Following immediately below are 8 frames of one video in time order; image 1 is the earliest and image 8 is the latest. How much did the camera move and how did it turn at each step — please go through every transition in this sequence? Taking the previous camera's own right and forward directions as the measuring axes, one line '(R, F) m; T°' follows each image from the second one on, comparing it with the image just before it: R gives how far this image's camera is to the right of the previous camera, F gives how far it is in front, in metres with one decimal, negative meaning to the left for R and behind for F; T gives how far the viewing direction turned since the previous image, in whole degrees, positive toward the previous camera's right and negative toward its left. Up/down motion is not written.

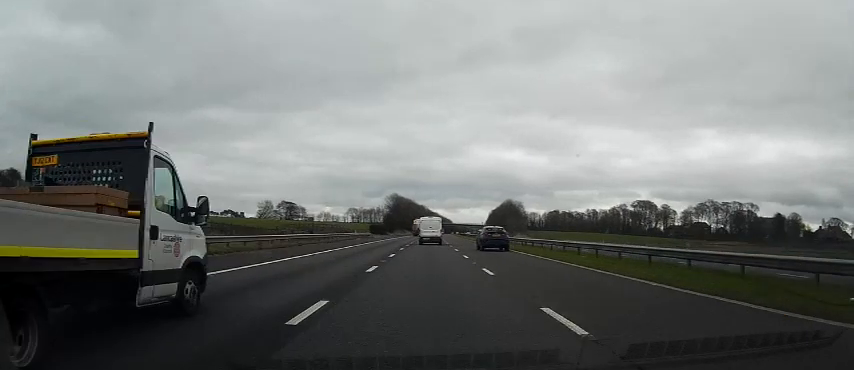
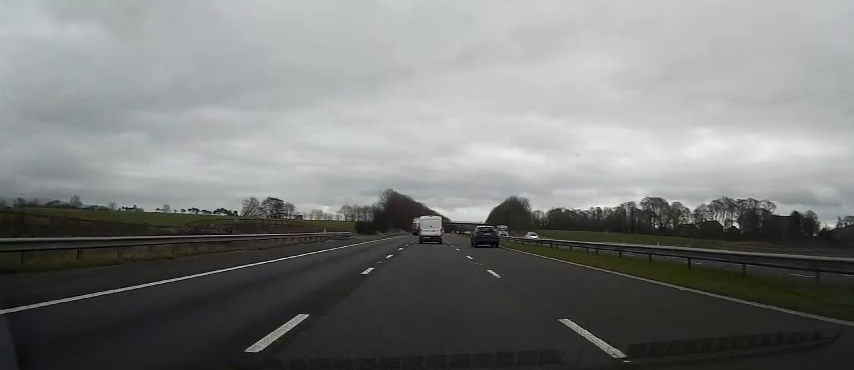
(0.0, +19.2) m; 0°
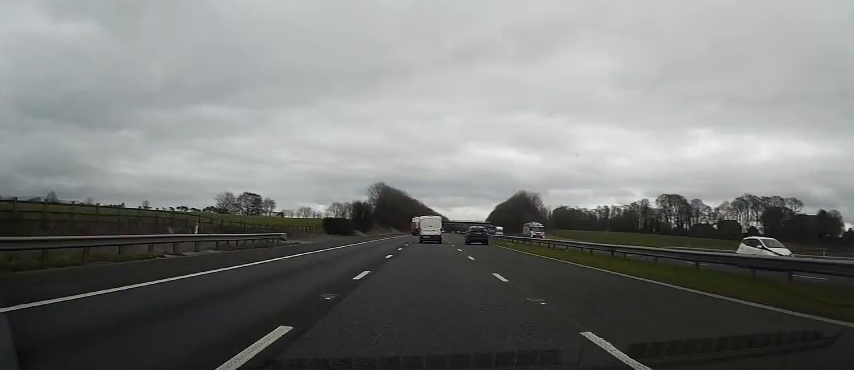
(0.0, +27.6) m; 0°
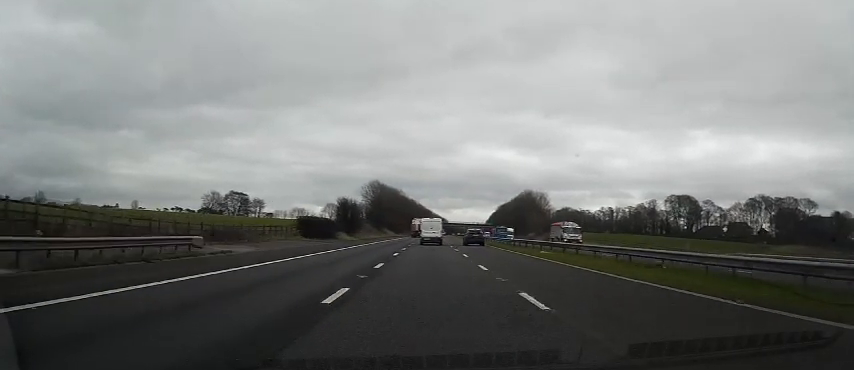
(0.0, +13.2) m; 0°
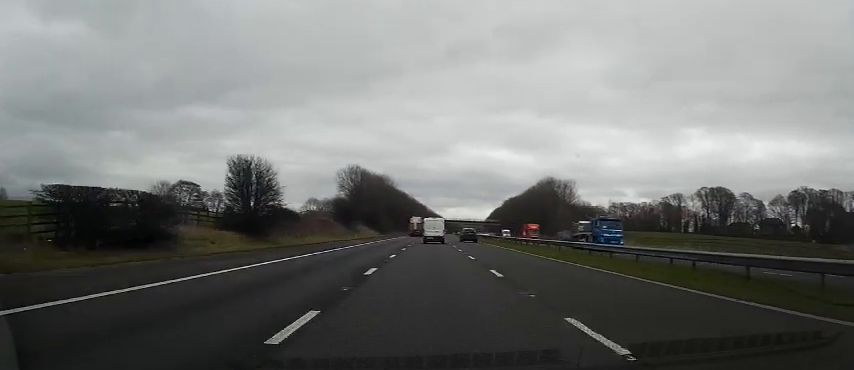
(0.0, +39.4) m; 0°
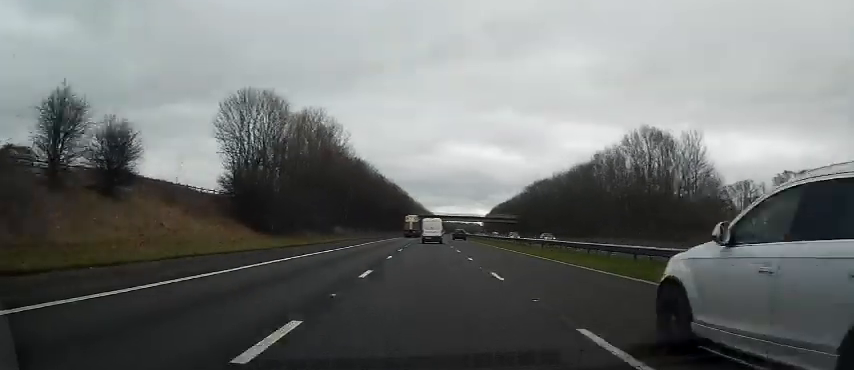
(+1.2, +72.0) m; +1°
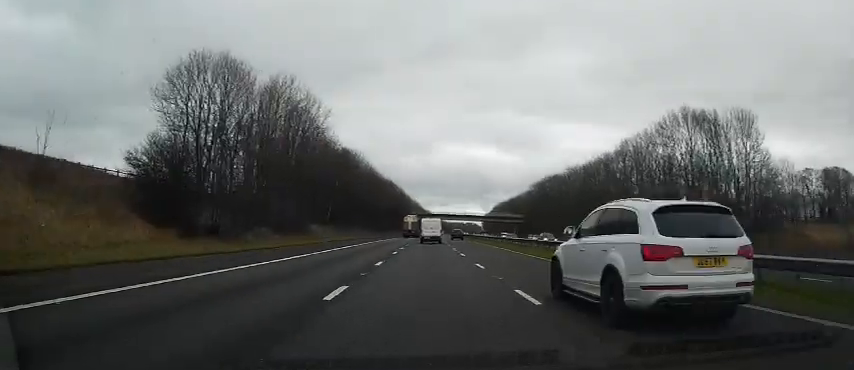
(0.0, +13.4) m; 0°
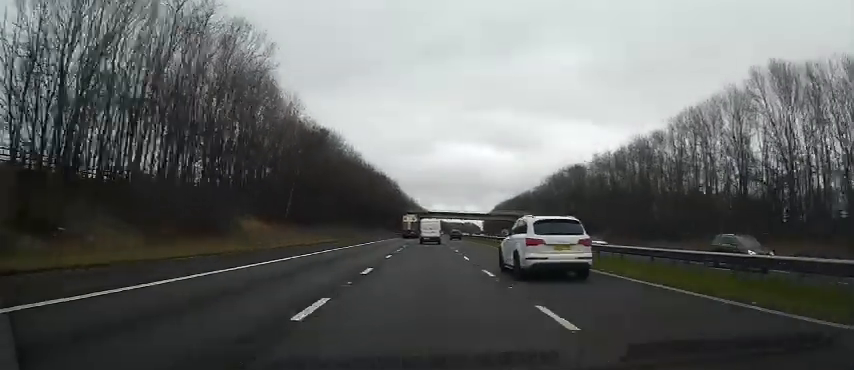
(-0.1, +20.7) m; +1°
